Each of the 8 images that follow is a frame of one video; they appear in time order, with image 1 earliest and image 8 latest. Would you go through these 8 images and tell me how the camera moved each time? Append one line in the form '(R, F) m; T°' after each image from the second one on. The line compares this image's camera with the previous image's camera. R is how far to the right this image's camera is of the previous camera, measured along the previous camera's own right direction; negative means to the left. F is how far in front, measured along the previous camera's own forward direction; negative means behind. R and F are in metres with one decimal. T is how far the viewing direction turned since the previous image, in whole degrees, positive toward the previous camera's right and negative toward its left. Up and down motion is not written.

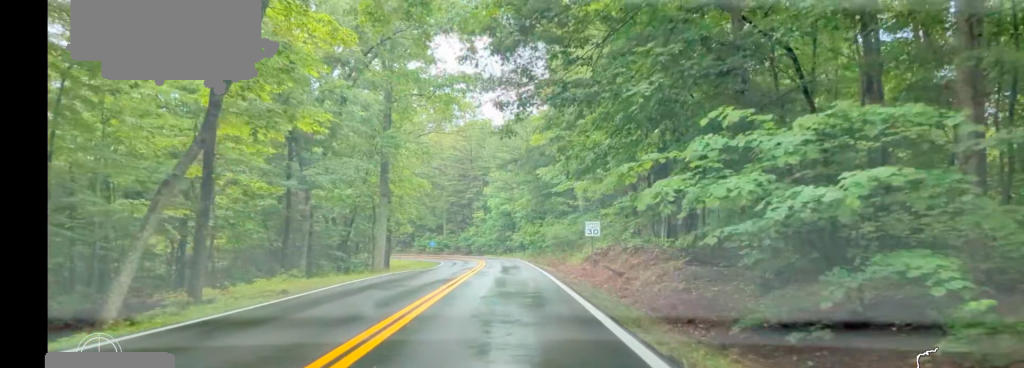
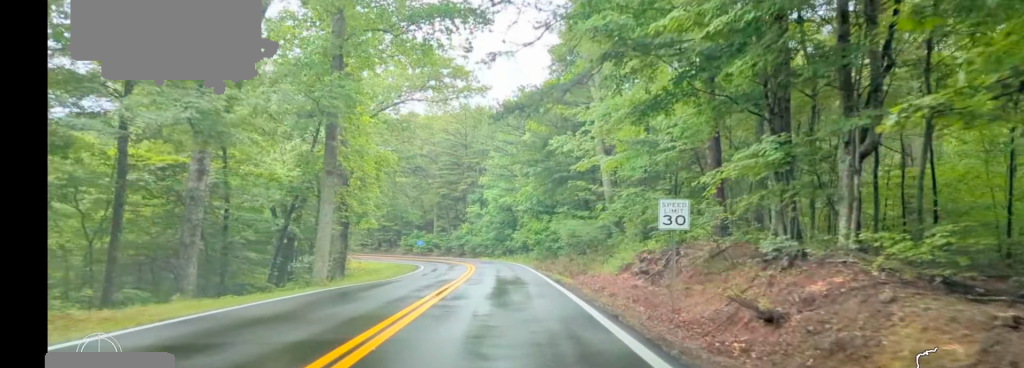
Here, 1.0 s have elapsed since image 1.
(0.0, +13.6) m; 0°
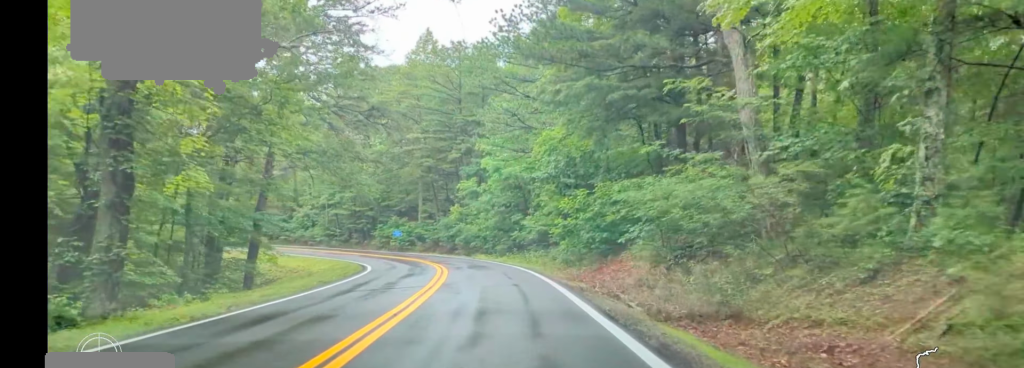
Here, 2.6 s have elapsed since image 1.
(-0.3, +22.1) m; -3°
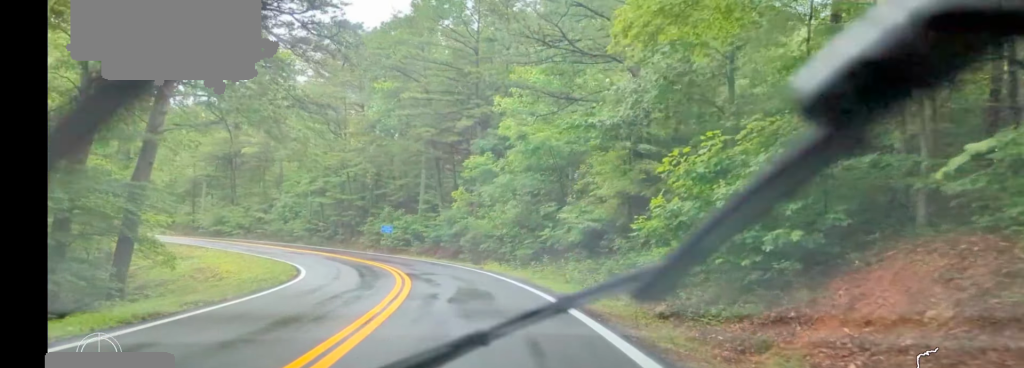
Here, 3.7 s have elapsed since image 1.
(-0.5, +15.2) m; -3°
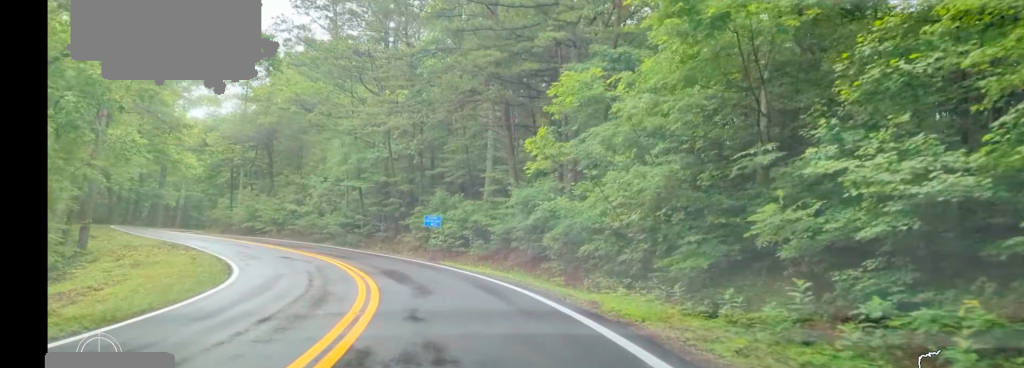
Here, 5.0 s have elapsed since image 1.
(-0.5, +17.1) m; -6°
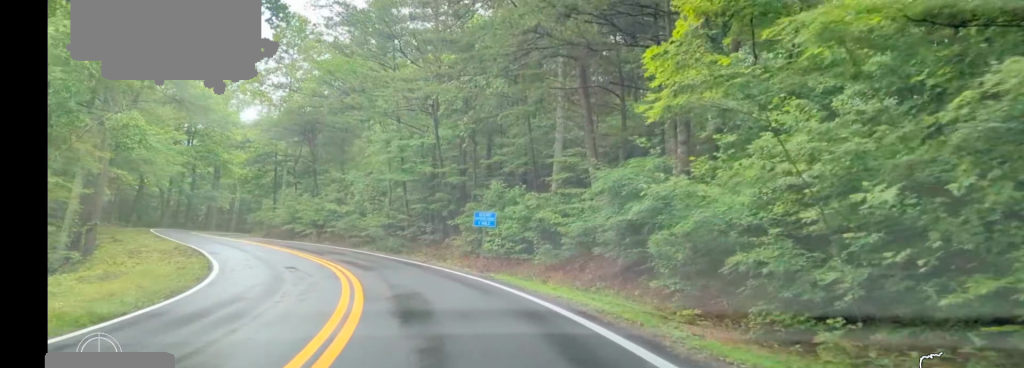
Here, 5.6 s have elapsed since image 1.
(-0.2, +7.1) m; -4°
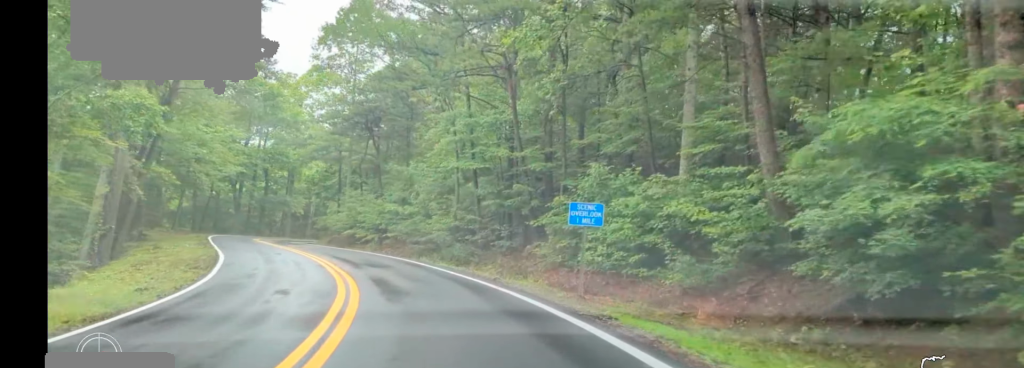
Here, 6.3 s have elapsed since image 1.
(-0.3, +9.1) m; -7°
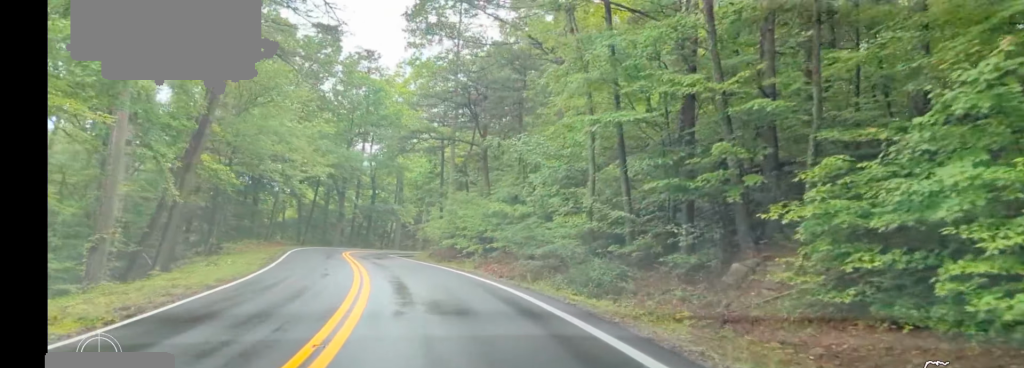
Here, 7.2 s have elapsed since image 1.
(-1.2, +11.6) m; -10°
